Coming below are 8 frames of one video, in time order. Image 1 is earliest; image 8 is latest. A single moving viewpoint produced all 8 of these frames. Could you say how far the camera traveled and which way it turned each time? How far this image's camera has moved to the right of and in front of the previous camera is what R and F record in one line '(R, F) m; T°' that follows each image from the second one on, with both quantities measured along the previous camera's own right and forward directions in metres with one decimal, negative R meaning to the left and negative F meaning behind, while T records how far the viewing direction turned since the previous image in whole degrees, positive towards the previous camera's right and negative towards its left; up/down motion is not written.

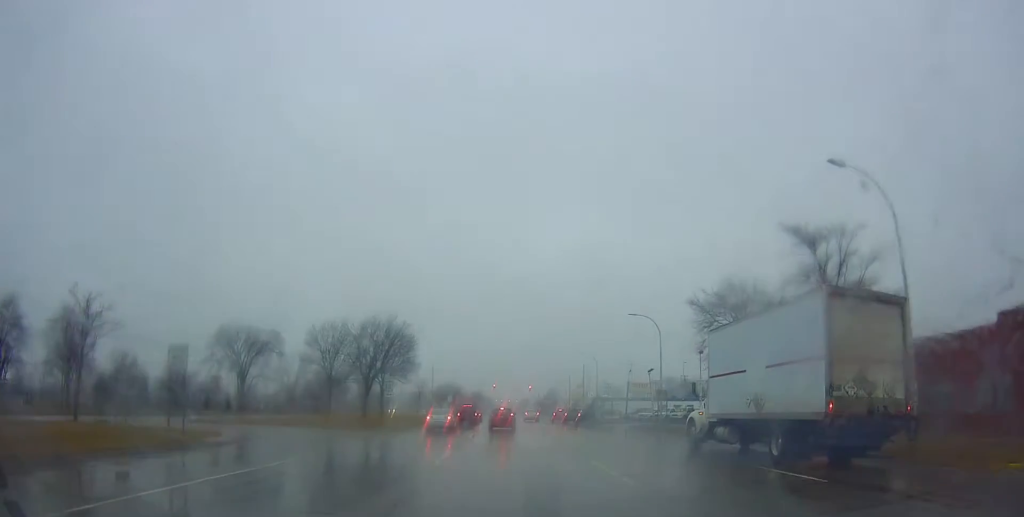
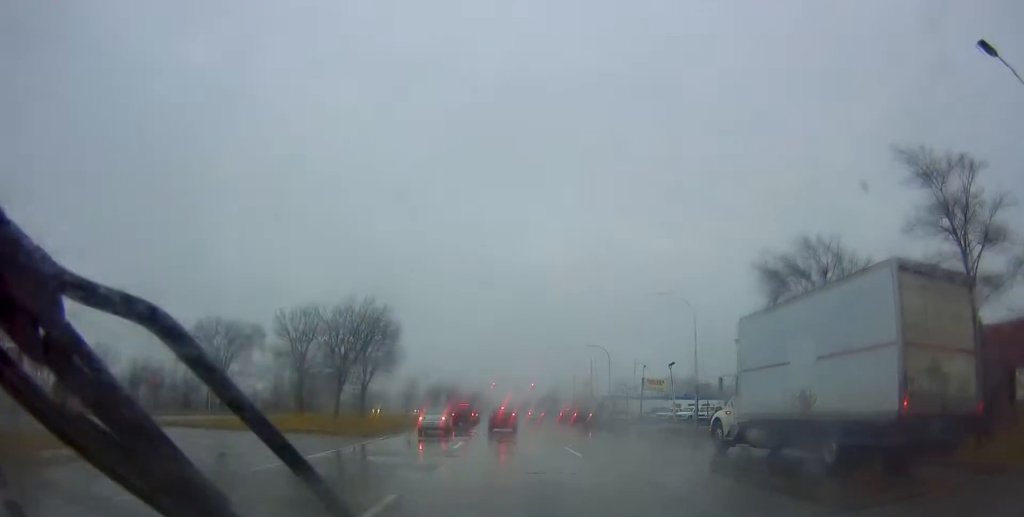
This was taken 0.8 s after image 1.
(-0.1, +8.9) m; -1°
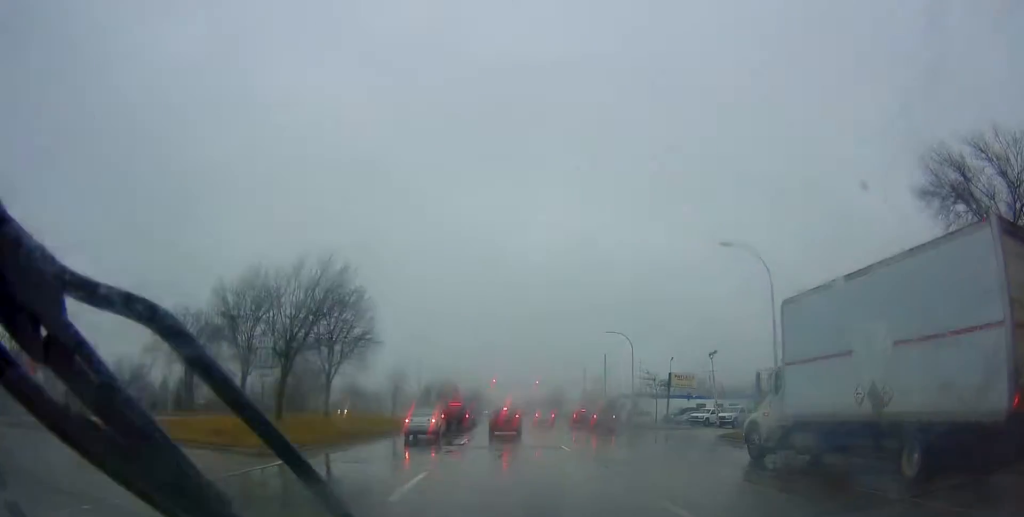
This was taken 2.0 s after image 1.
(-0.1, +12.1) m; +1°
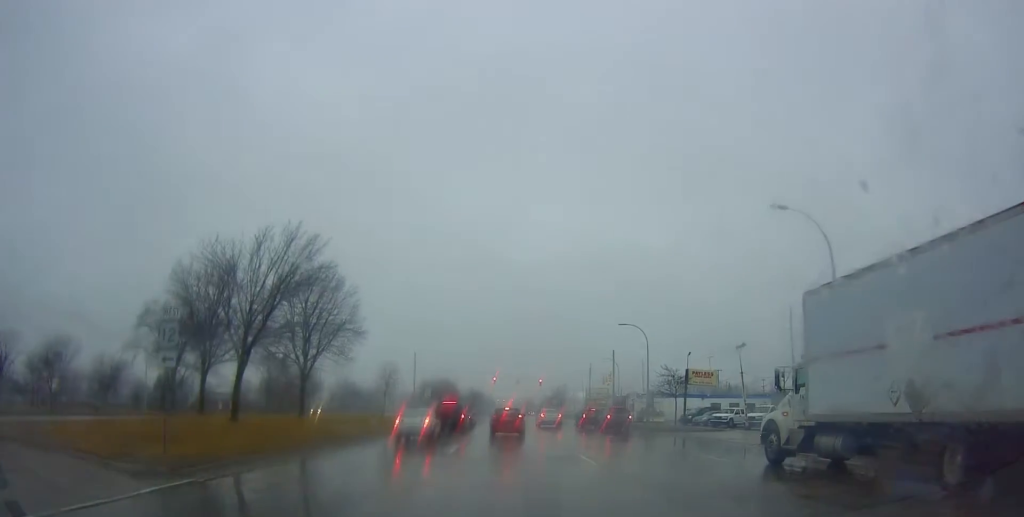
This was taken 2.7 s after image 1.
(+0.3, +5.7) m; -1°
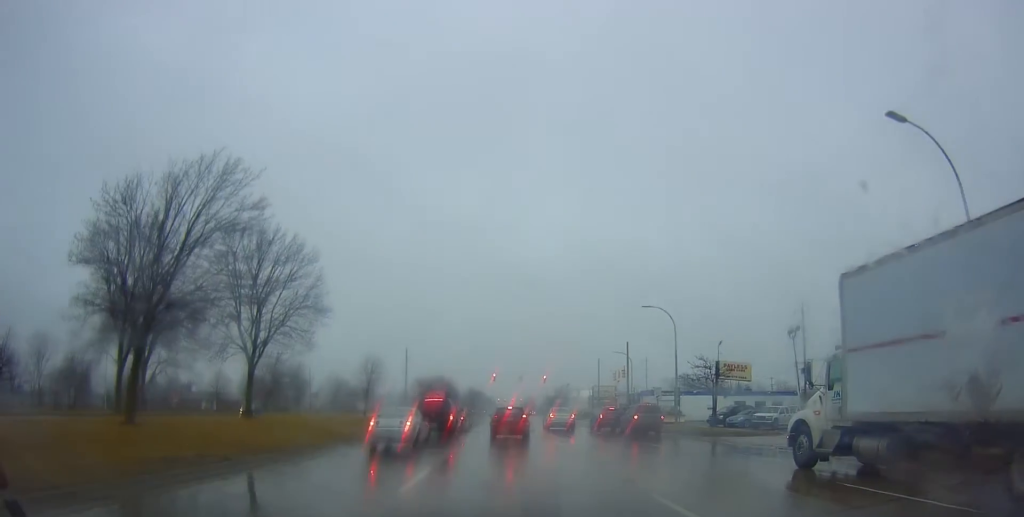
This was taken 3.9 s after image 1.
(-0.6, +8.2) m; +1°
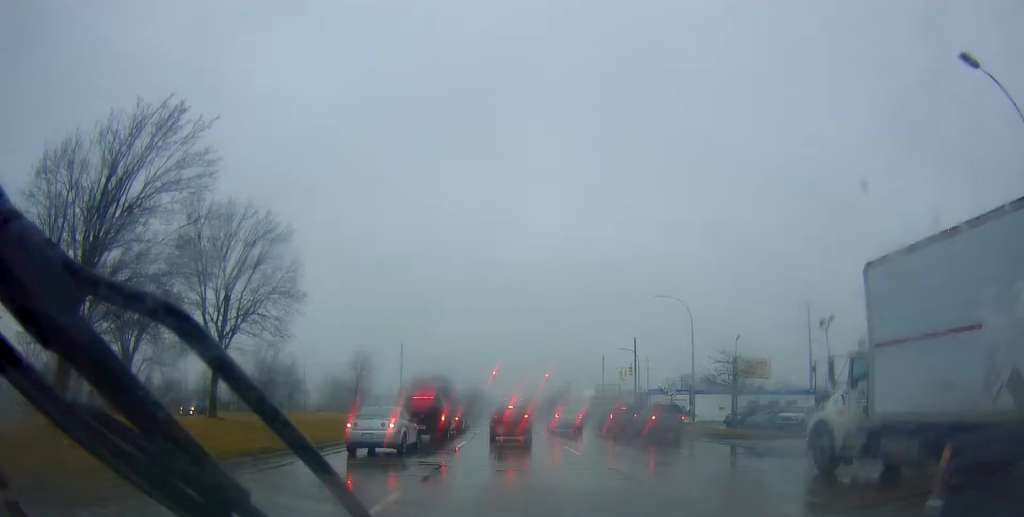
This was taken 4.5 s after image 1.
(+0.5, +3.5) m; +2°
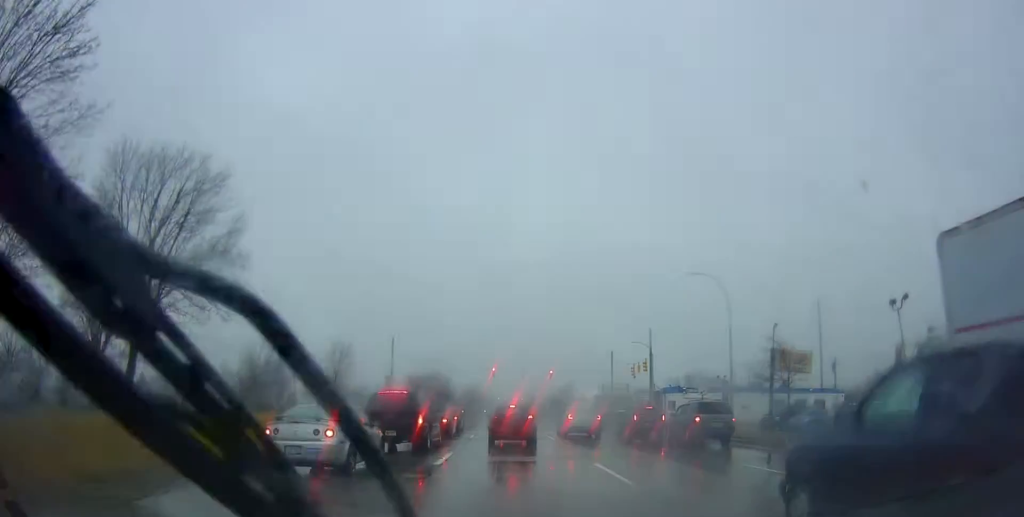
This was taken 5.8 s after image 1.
(-0.1, +6.3) m; 0°
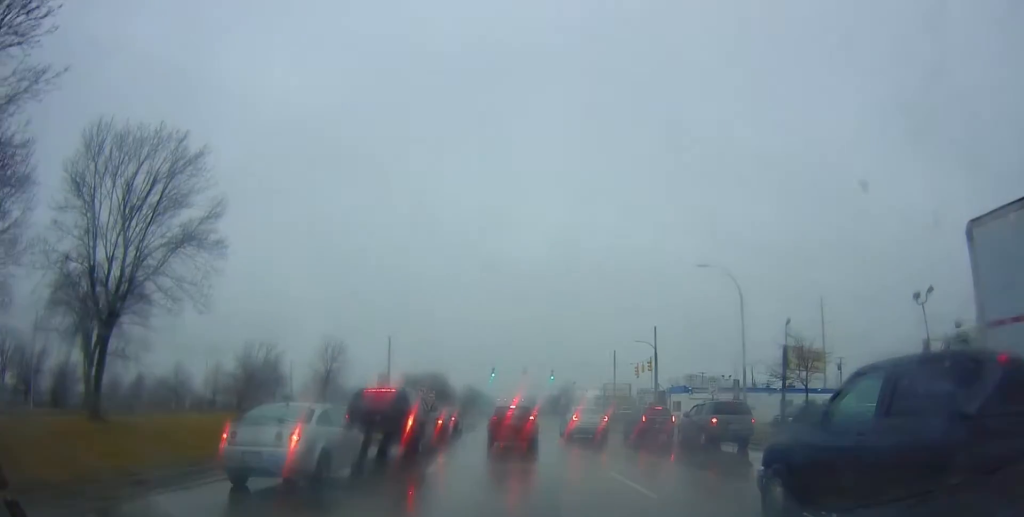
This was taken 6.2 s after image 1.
(+0.1, +1.8) m; 0°
